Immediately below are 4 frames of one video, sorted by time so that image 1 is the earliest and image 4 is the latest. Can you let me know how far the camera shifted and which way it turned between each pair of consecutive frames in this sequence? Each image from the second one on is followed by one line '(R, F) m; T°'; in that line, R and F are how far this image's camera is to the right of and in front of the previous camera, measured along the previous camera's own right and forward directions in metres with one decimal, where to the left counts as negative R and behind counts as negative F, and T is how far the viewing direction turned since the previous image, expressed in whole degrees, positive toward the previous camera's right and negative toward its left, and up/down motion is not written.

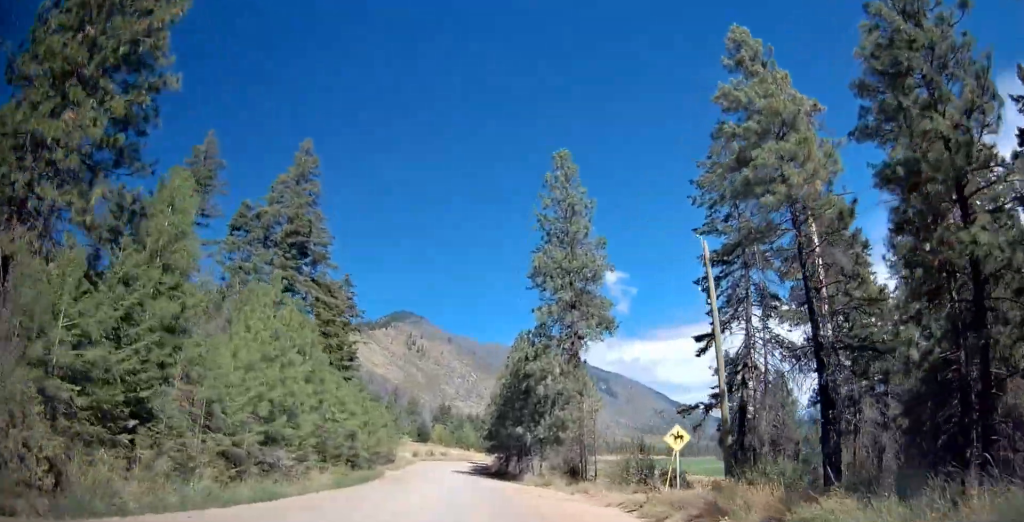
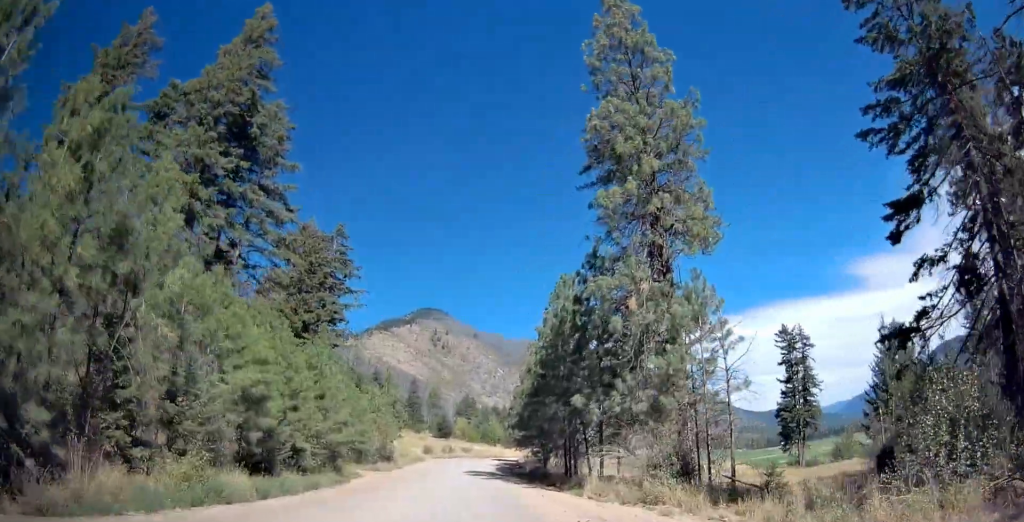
(-0.6, +21.3) m; -3°
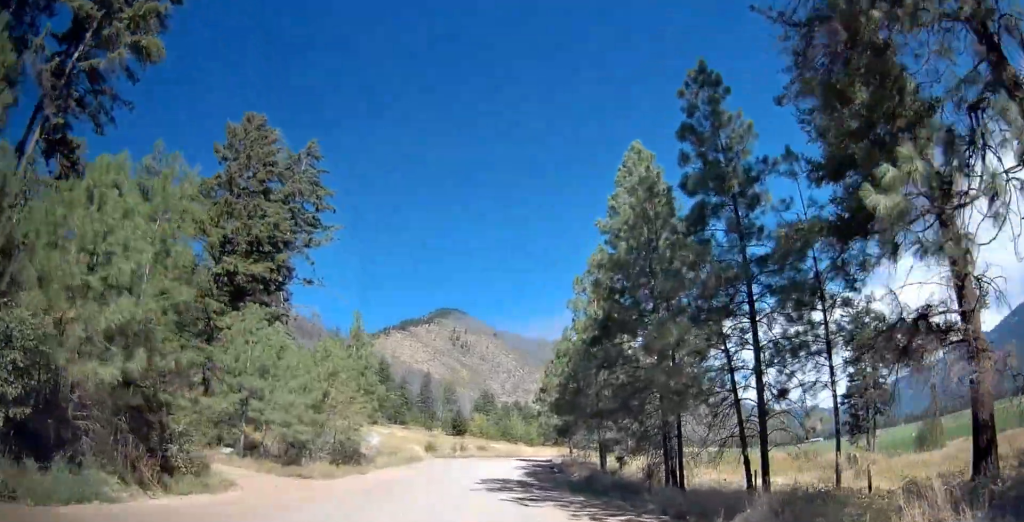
(0.0, +22.5) m; 0°
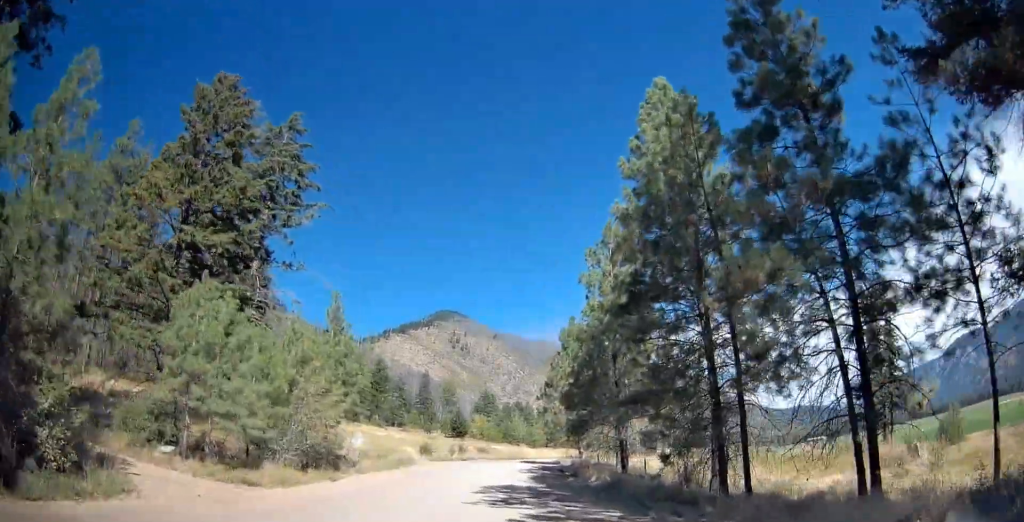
(-0.1, +5.9) m; 0°
